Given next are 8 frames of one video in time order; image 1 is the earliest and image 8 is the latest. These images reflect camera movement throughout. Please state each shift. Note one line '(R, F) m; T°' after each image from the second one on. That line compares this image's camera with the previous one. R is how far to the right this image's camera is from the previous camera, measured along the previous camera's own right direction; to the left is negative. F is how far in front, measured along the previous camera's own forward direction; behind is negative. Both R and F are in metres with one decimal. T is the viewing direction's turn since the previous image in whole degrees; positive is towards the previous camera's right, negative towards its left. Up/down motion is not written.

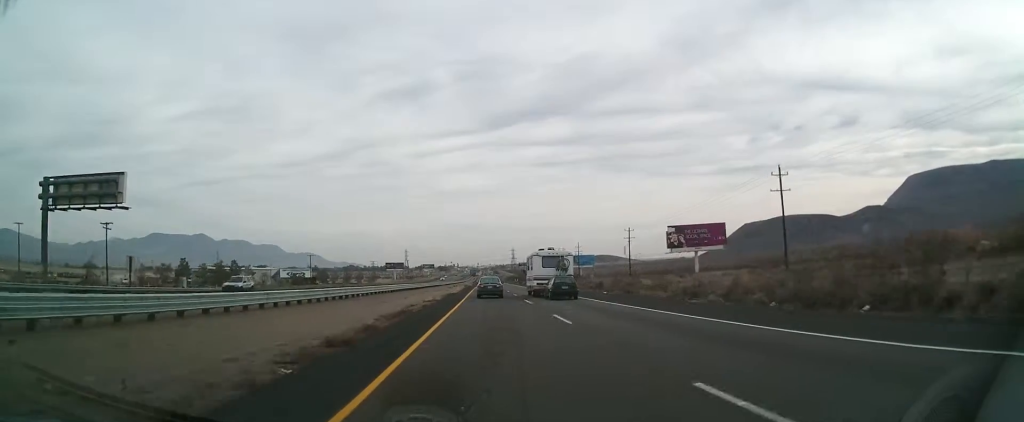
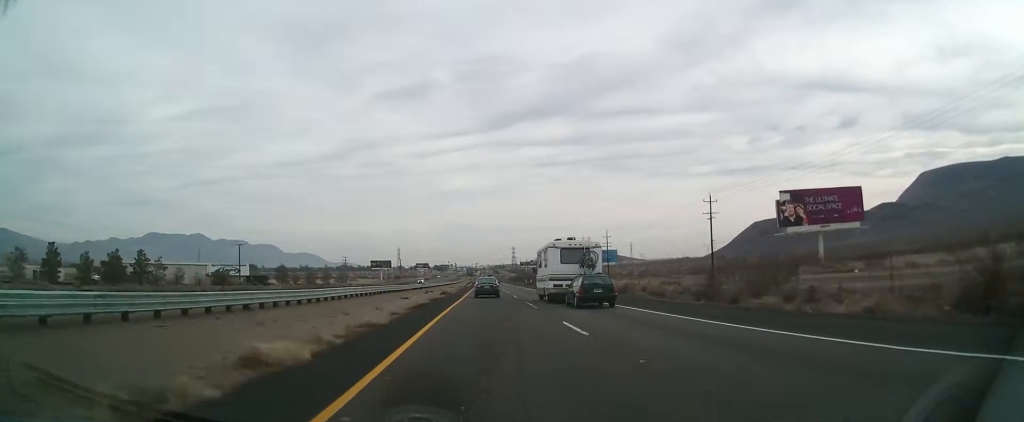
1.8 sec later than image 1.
(+0.6, +61.7) m; +1°
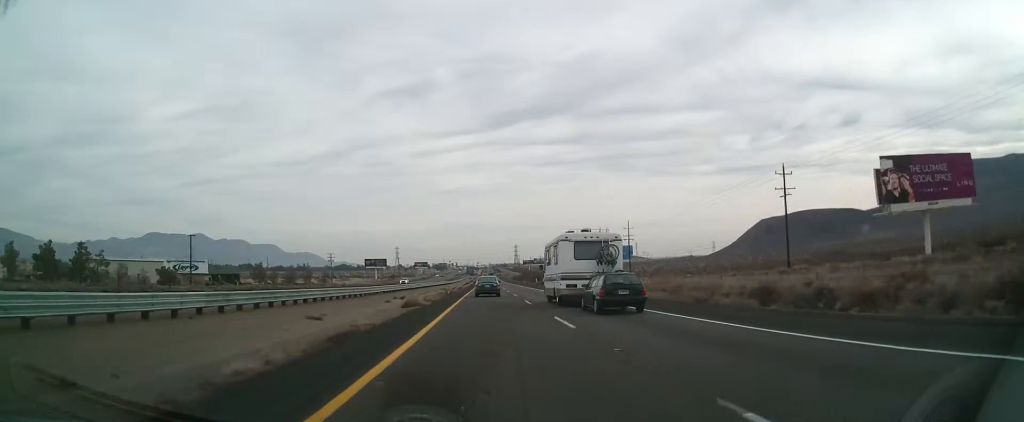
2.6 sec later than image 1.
(0.0, +27.1) m; 0°
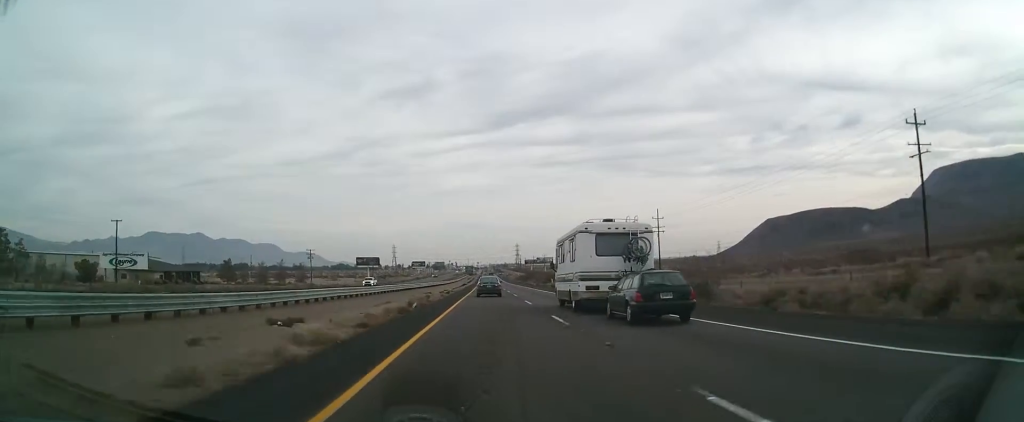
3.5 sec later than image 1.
(0.0, +28.3) m; -1°
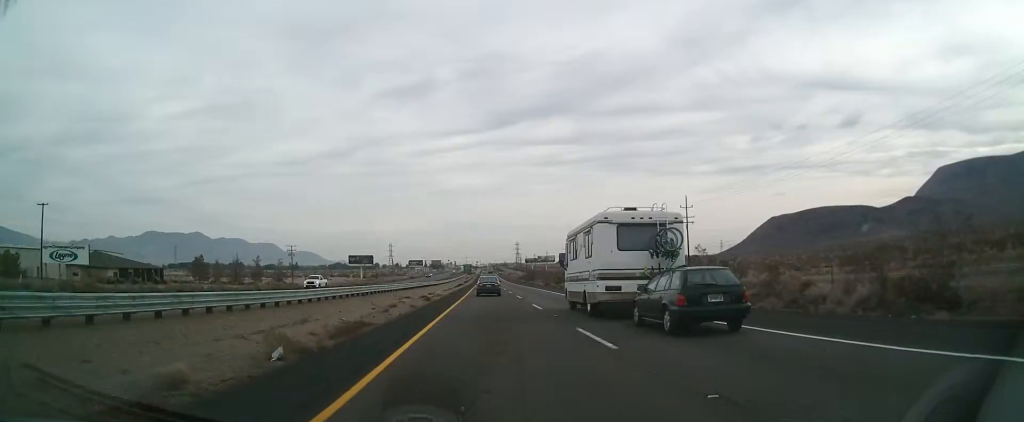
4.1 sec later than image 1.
(-0.3, +20.3) m; -1°
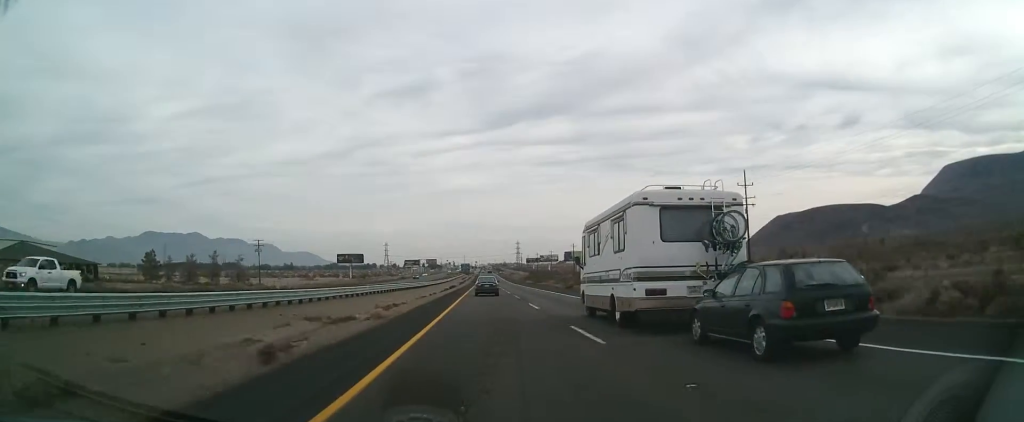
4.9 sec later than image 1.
(-0.1, +28.2) m; 0°
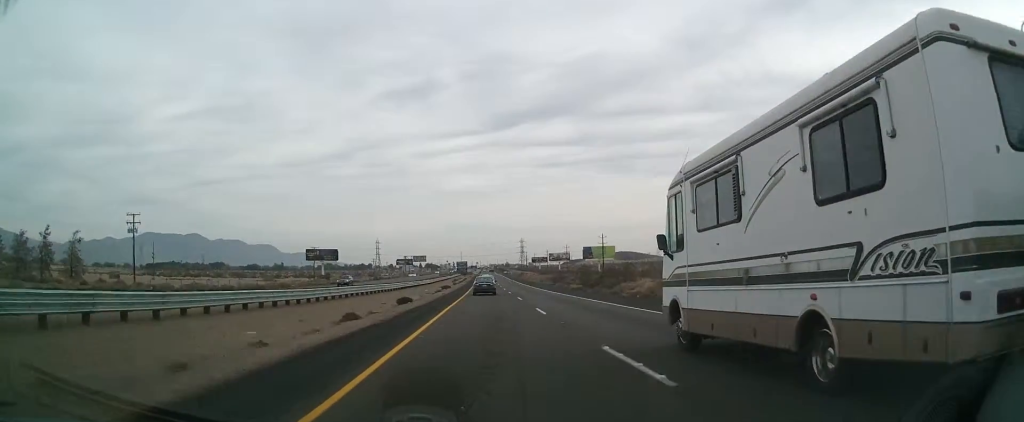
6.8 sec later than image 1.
(+1.0, +62.9) m; +1°
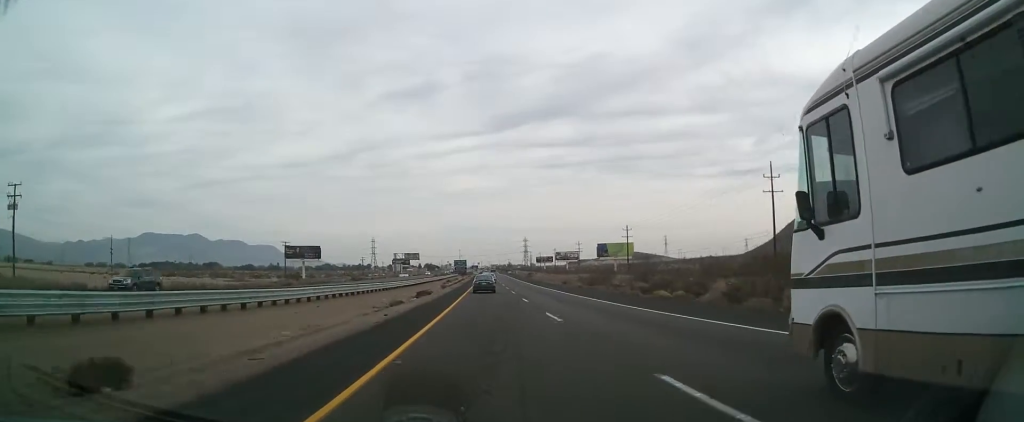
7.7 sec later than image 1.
(-0.2, +32.7) m; -1°
